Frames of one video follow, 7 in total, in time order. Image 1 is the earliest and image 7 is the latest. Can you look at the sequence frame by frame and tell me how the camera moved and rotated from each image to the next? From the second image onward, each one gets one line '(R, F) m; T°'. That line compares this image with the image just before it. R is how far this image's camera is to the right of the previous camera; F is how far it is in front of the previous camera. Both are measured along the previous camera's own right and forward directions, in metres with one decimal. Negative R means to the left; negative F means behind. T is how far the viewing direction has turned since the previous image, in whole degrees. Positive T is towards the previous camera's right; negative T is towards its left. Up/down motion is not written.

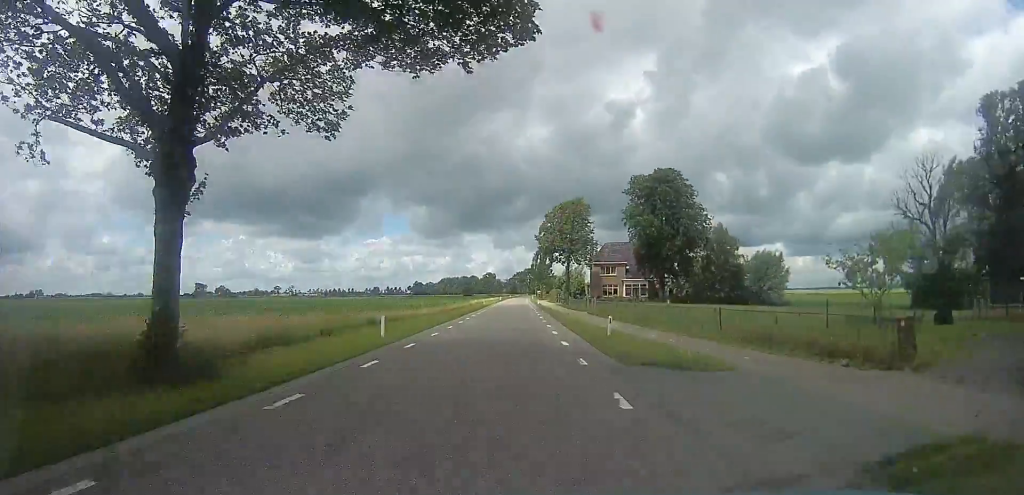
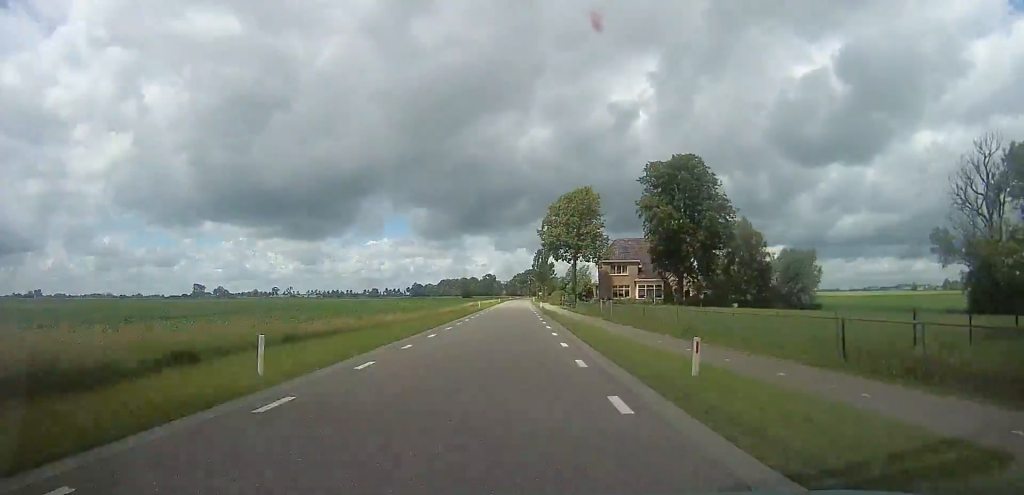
(0.0, +8.3) m; +3°
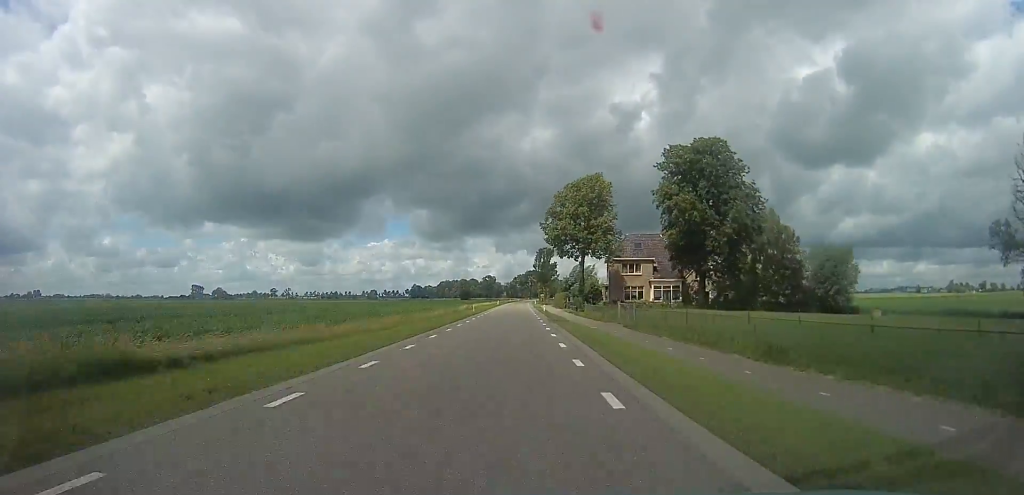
(+0.3, +7.9) m; -1°
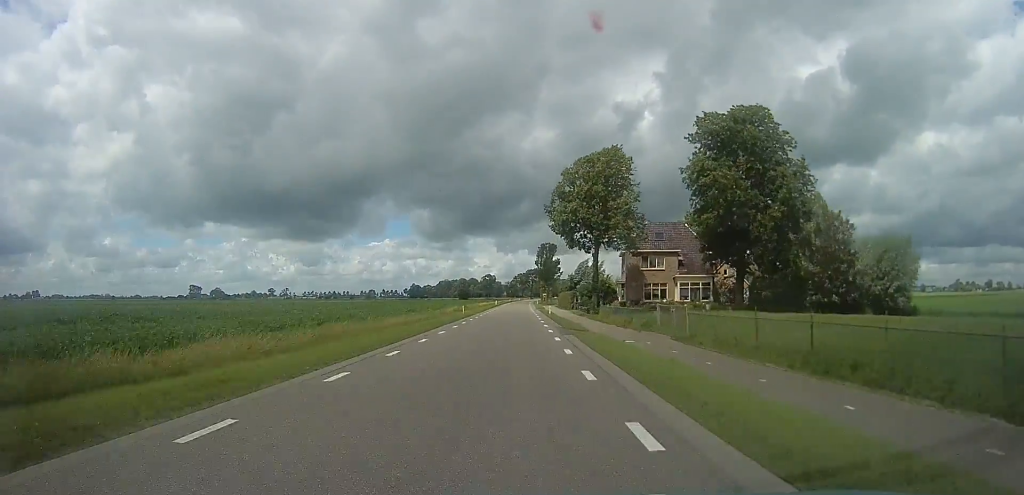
(+0.7, +10.2) m; -2°
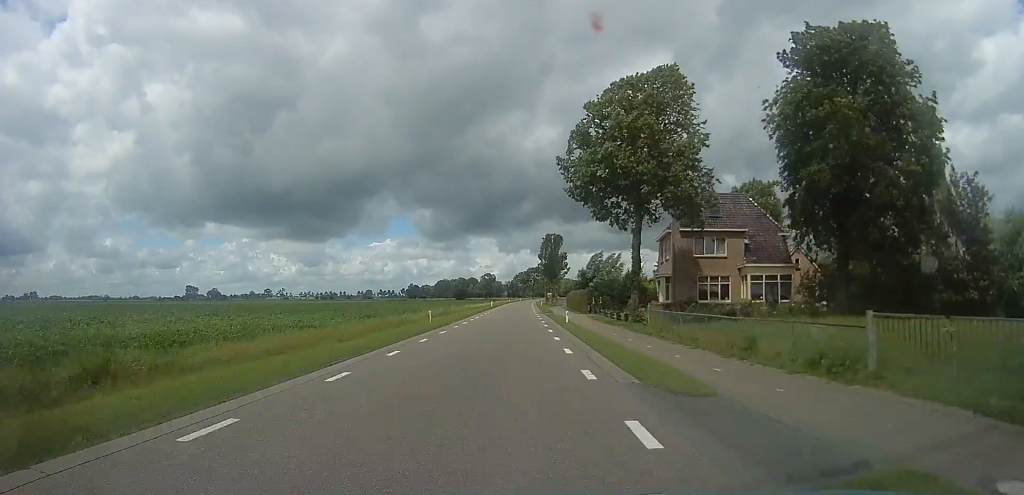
(-1.5, +16.6) m; 0°
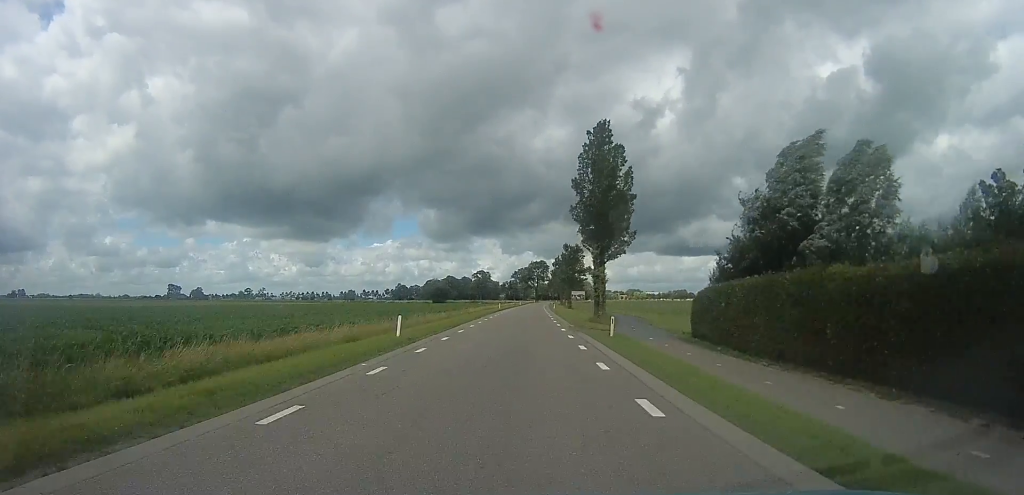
(+0.7, +59.4) m; +1°
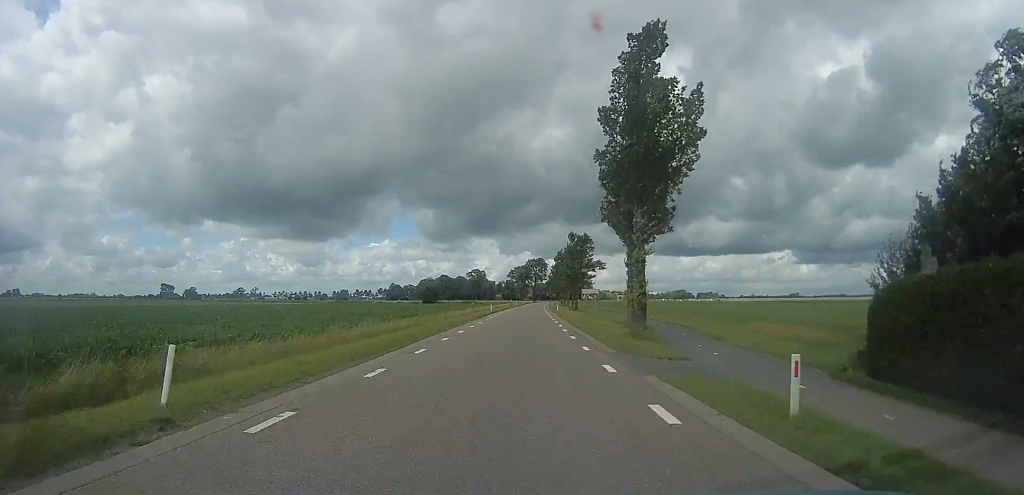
(+0.1, +12.5) m; -1°
